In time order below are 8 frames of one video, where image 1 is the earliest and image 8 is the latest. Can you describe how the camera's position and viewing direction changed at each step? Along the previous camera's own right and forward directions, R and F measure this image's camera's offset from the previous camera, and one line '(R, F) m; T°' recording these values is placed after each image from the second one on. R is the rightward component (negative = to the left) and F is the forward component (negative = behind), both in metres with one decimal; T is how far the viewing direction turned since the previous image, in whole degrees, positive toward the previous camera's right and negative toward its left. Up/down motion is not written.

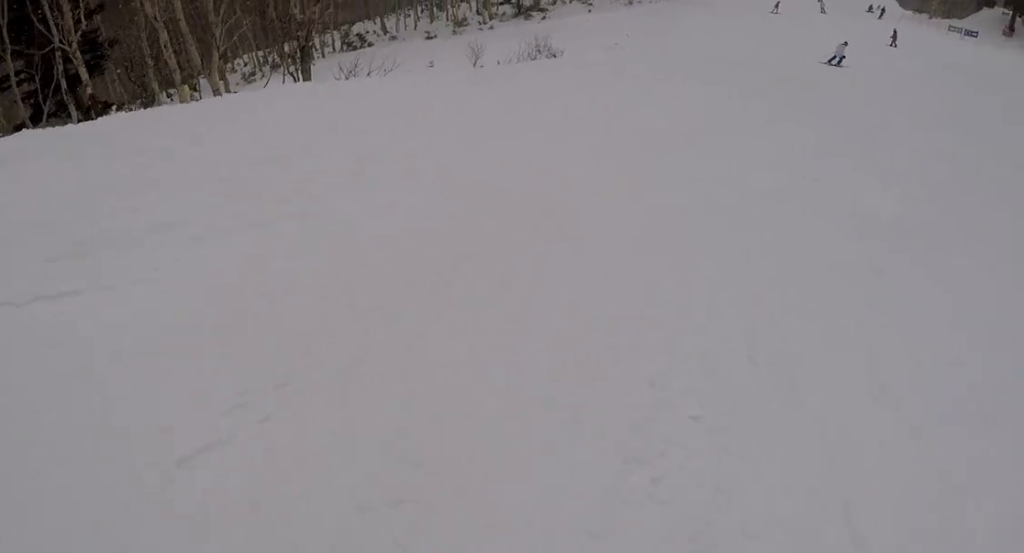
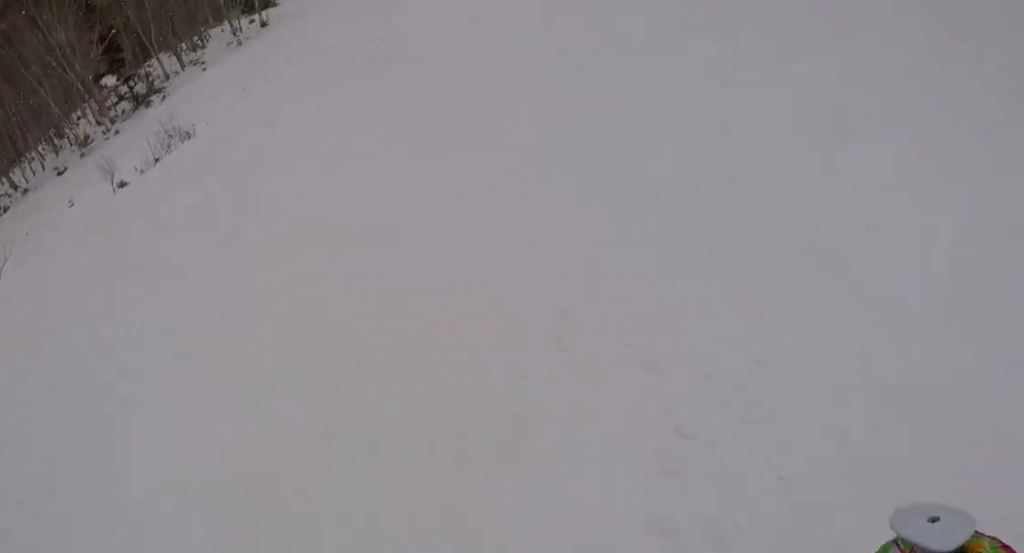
(+0.2, +2.7) m; +1°
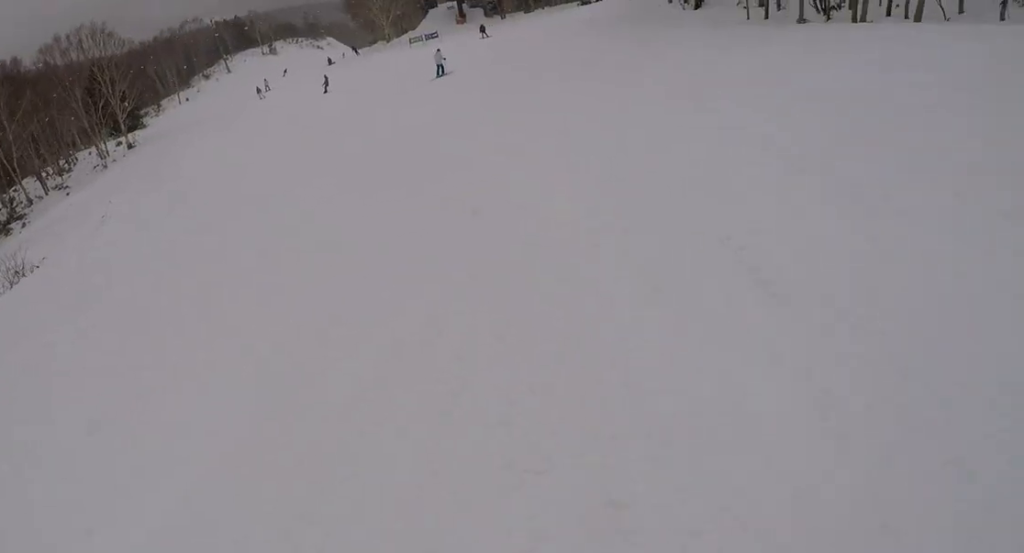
(+0.7, +3.0) m; -2°
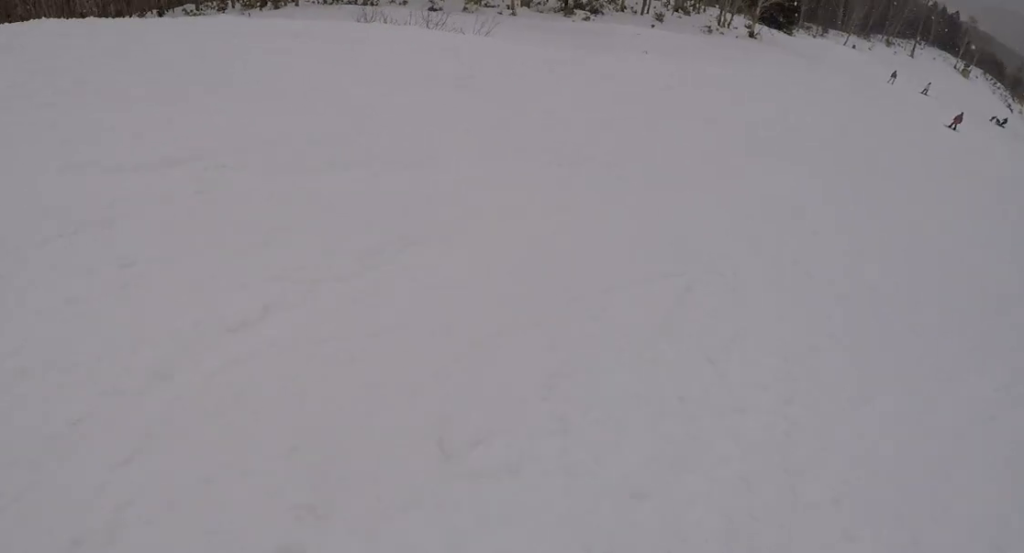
(-1.9, +7.3) m; -7°
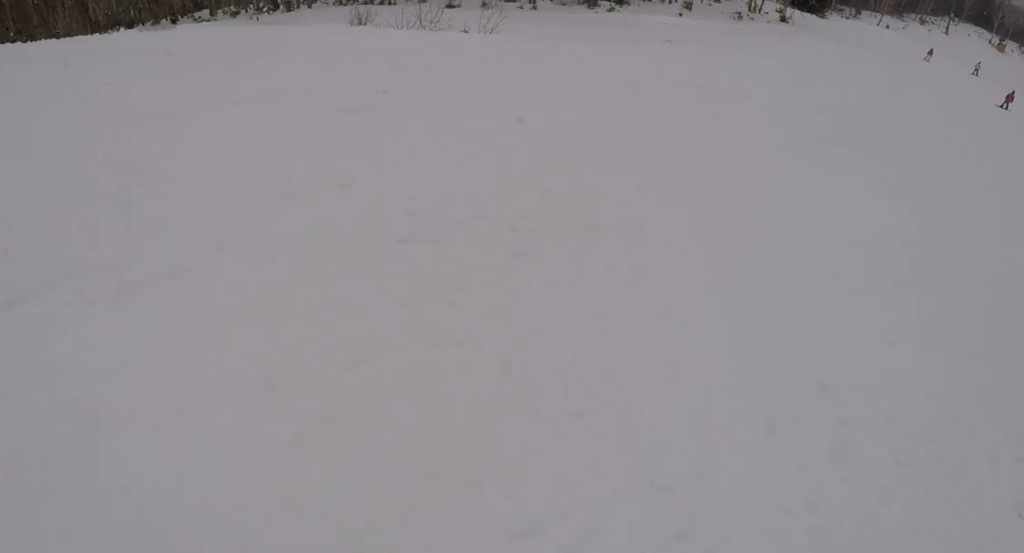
(-0.3, +2.3) m; +8°
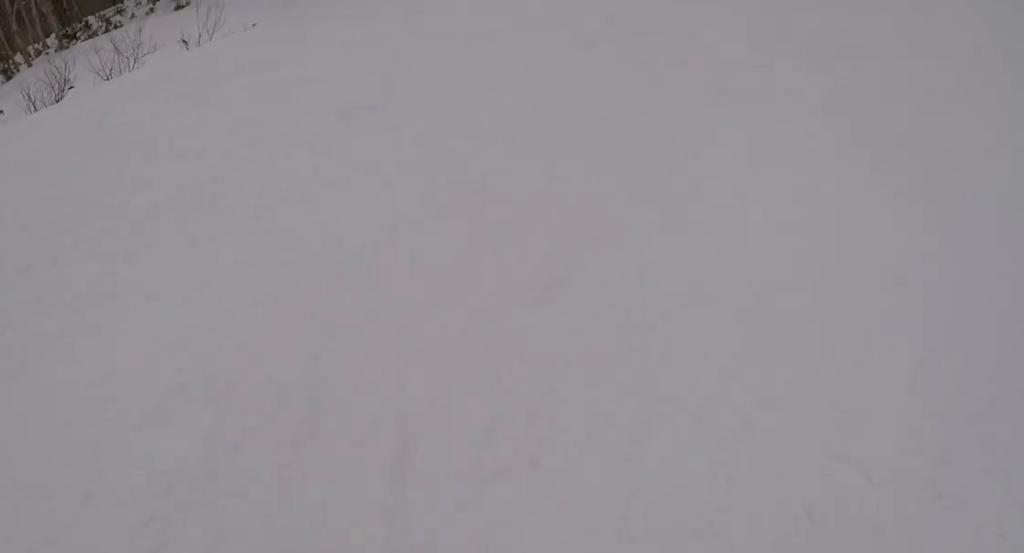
(+0.8, +3.2) m; +1°
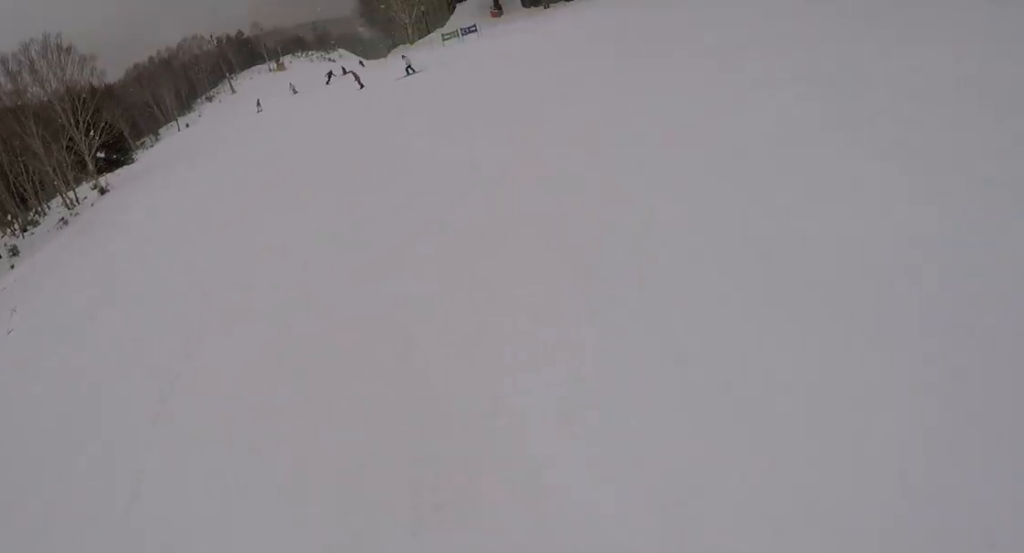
(+0.4, +2.6) m; -2°
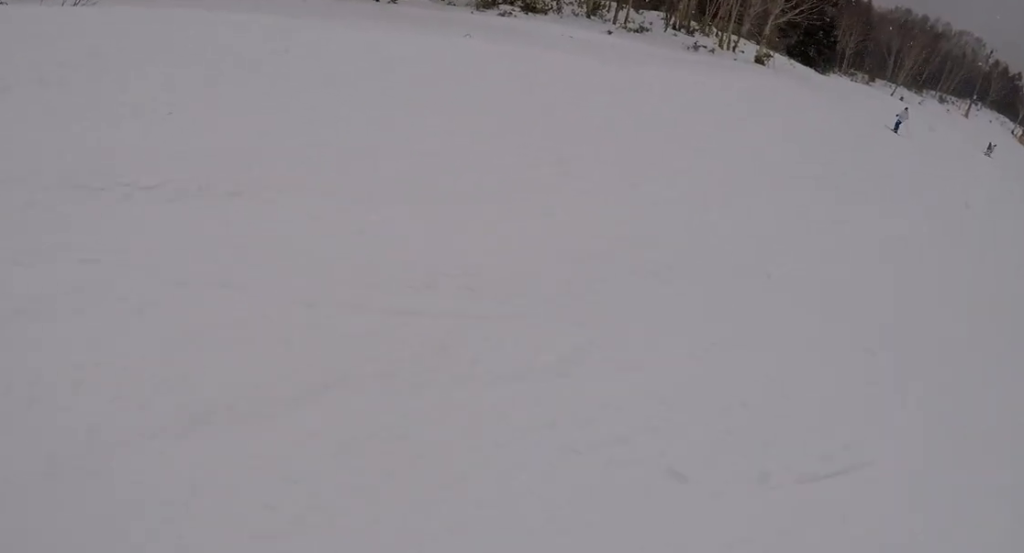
(-2.2, +8.4) m; -16°
